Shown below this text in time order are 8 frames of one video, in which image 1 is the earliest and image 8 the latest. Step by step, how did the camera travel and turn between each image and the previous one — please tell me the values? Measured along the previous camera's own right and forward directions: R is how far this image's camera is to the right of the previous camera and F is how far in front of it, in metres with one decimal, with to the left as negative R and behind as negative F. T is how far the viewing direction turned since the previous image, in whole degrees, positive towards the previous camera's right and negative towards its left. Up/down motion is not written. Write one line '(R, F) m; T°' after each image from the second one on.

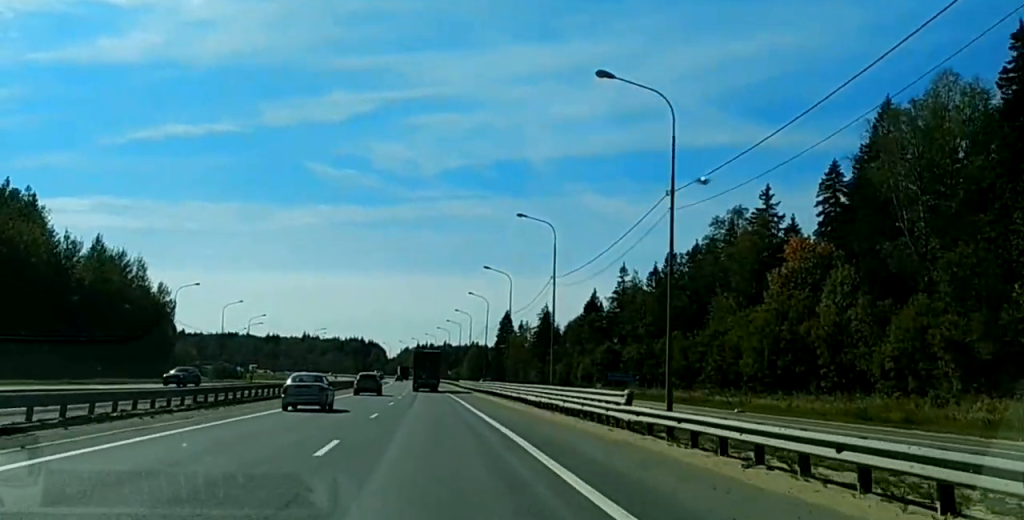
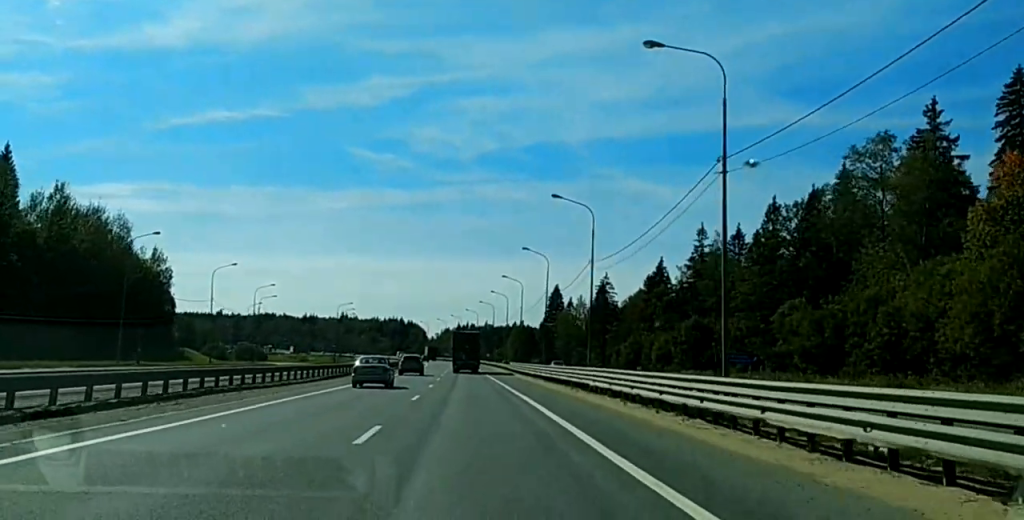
(-0.4, +31.8) m; 0°
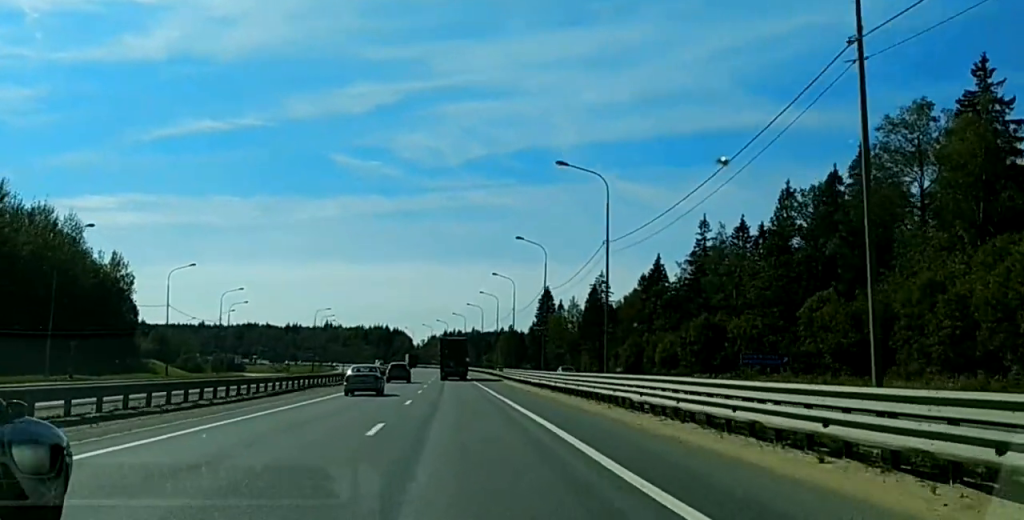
(0.0, +11.3) m; 0°
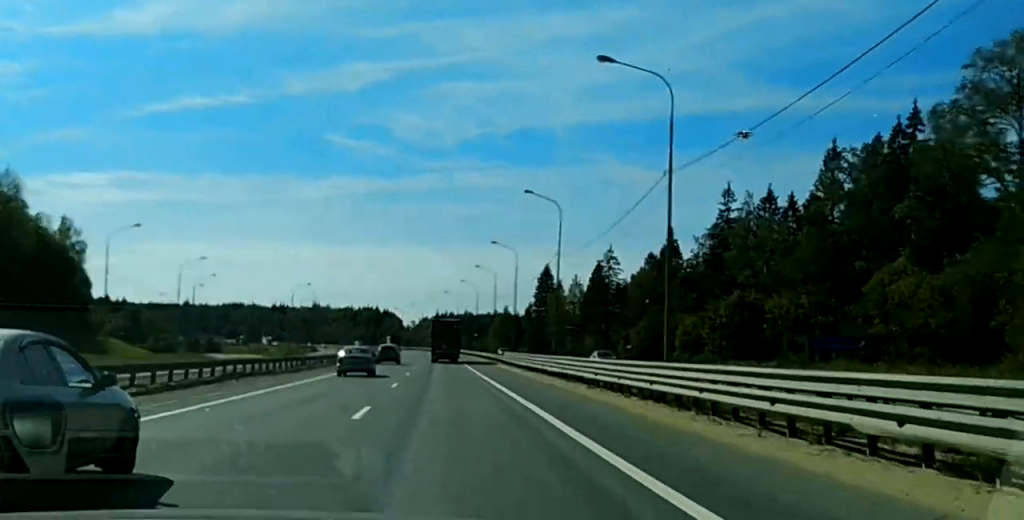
(+0.2, +16.1) m; 0°
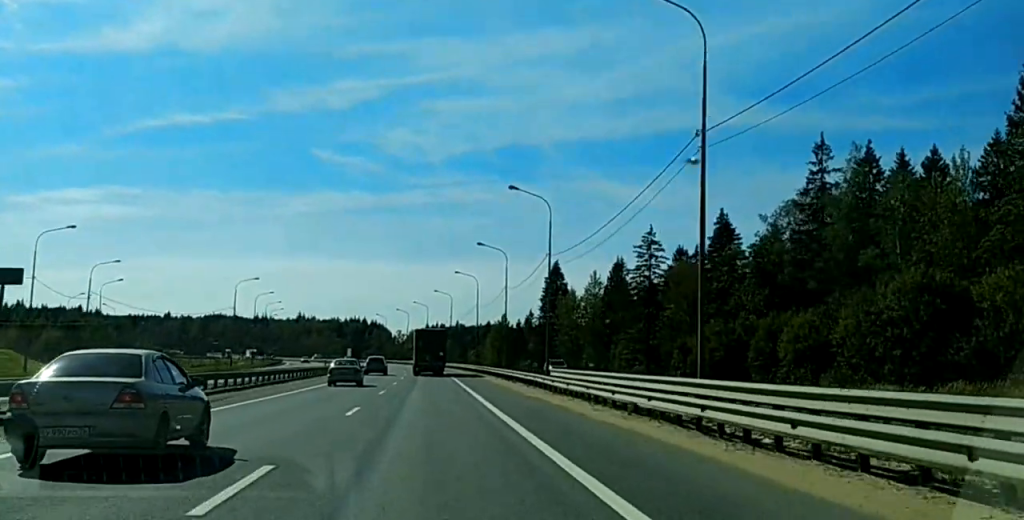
(-0.3, +43.2) m; 0°
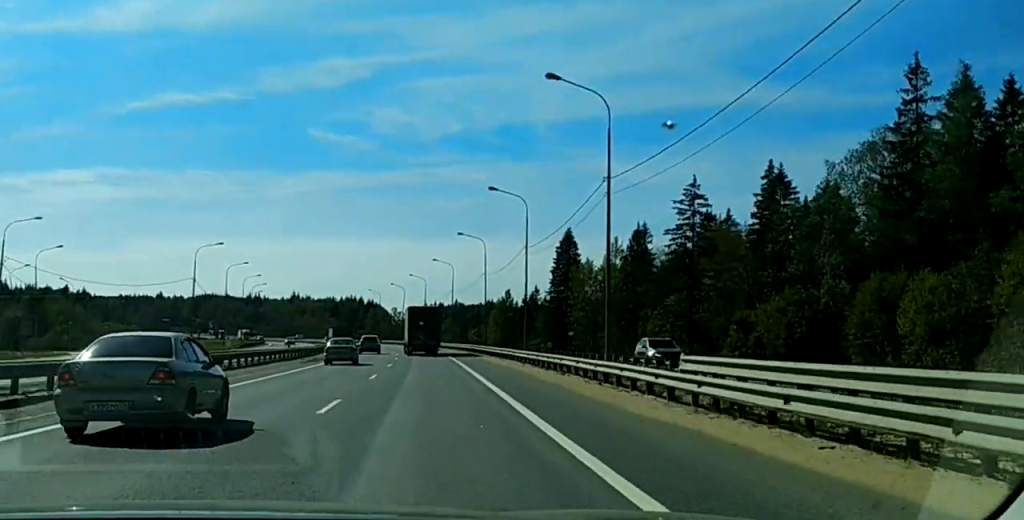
(+0.1, +22.7) m; +1°
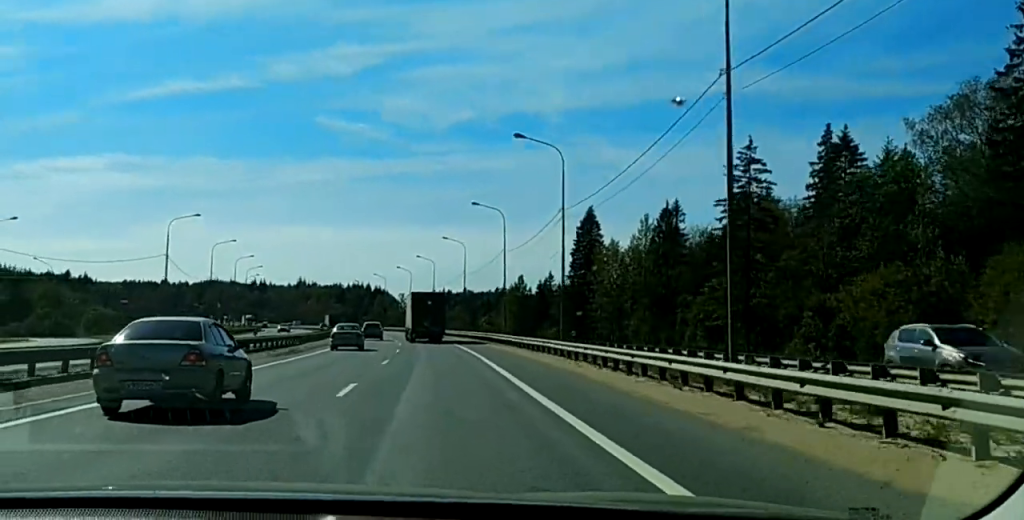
(+0.3, +16.0) m; 0°
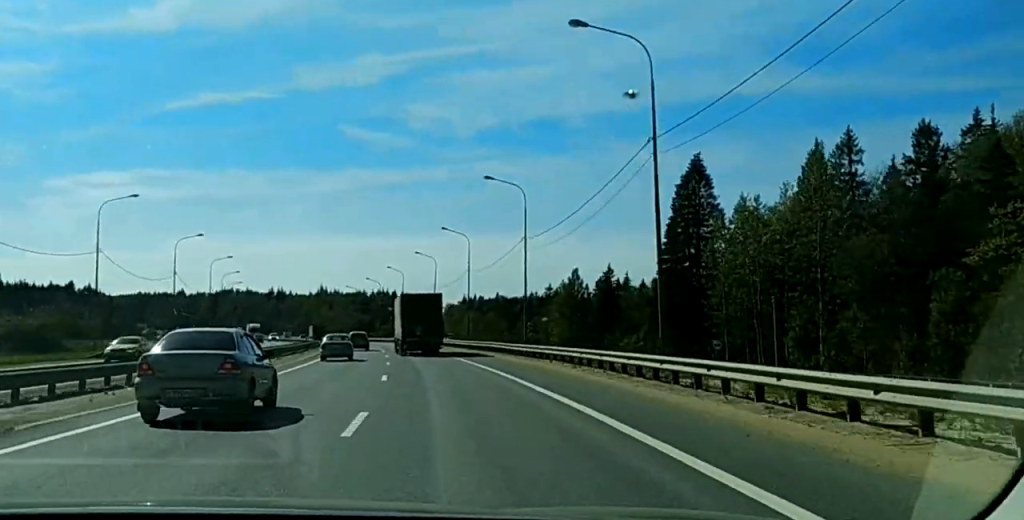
(-1.5, +53.5) m; -5°
